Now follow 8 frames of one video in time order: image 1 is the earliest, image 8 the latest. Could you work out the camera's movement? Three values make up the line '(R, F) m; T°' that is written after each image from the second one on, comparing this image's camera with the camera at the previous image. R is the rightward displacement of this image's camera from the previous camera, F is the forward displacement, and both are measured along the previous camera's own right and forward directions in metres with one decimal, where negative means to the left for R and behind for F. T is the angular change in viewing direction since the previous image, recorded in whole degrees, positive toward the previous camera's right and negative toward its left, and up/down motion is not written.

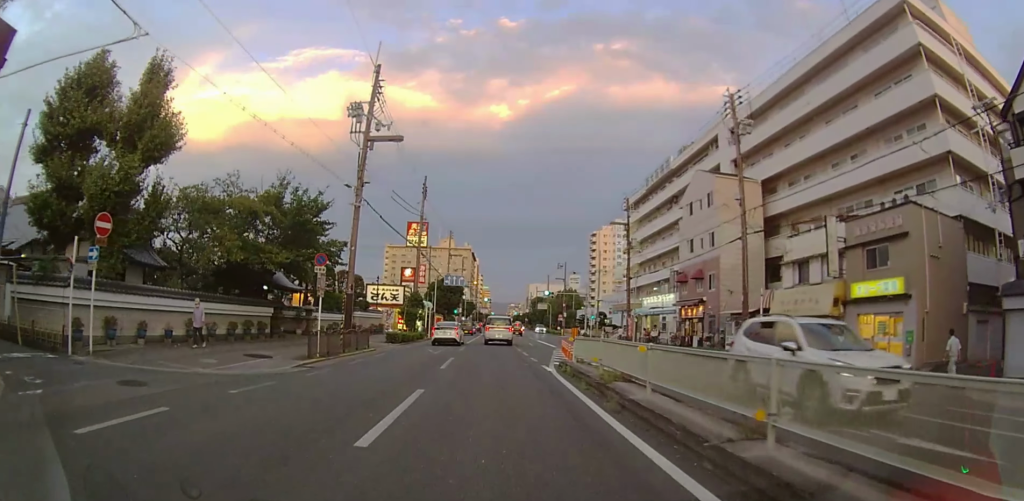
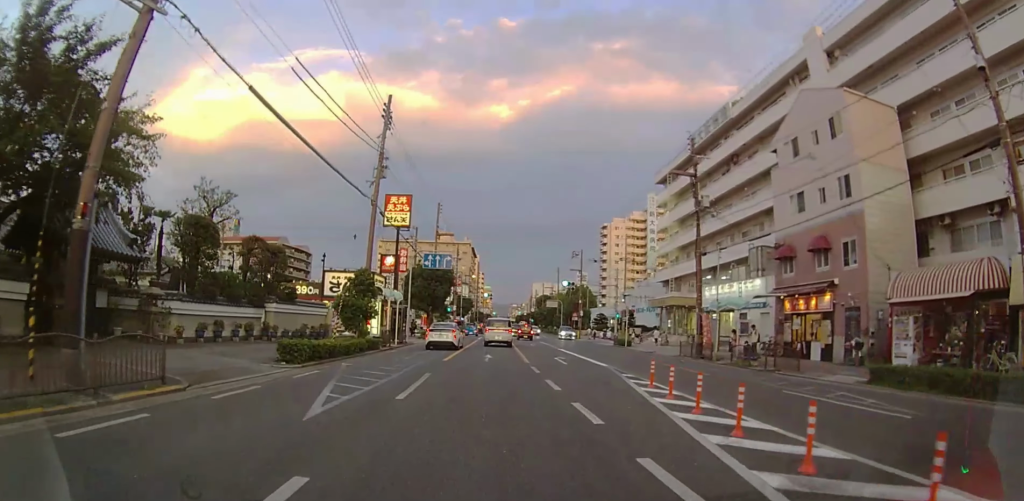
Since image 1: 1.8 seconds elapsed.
(+0.1, +16.2) m; 0°
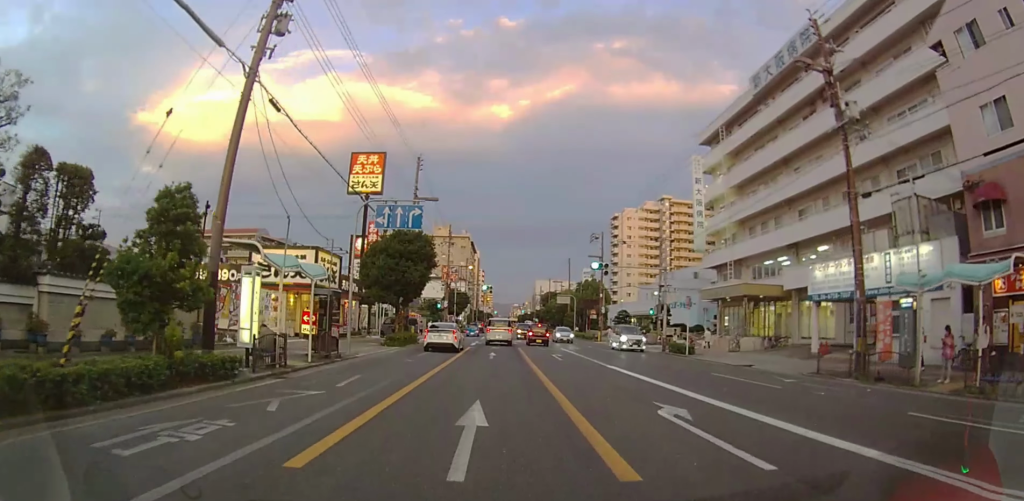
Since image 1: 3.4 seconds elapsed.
(0.0, +14.8) m; 0°
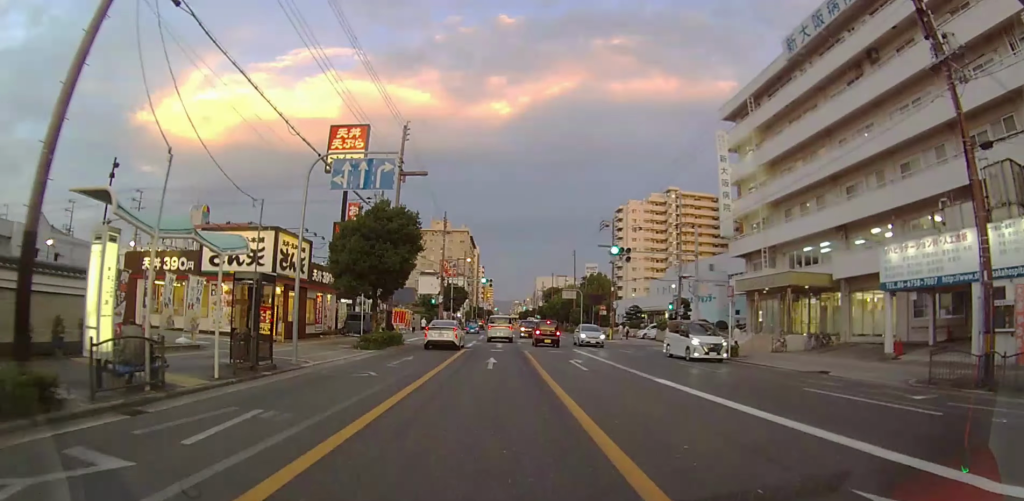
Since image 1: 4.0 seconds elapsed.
(0.0, +6.0) m; 0°
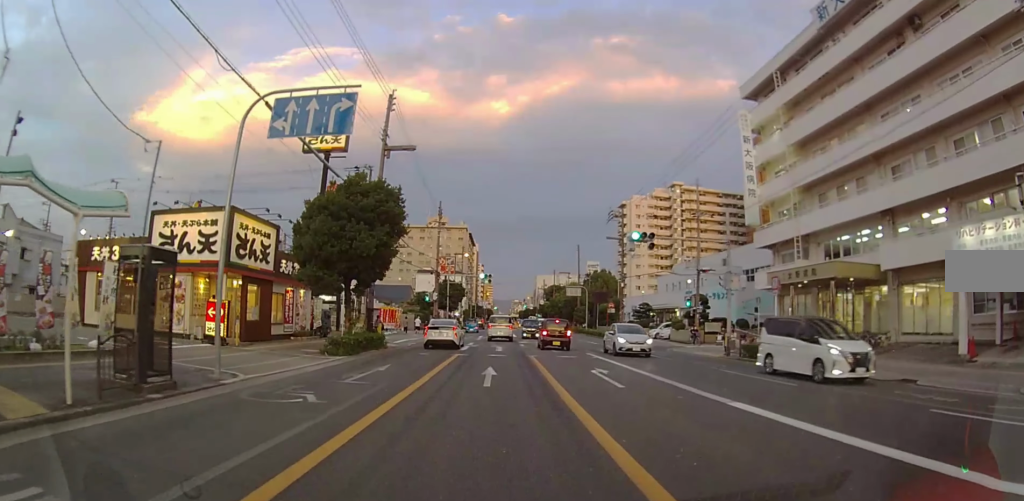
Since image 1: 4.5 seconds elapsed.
(0.0, +4.5) m; 0°
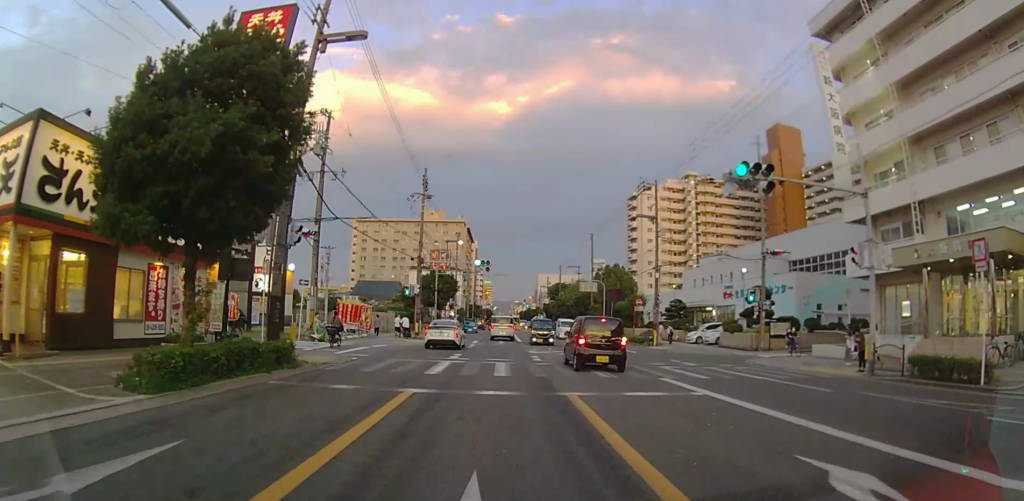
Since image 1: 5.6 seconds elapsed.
(0.0, +11.7) m; 0°
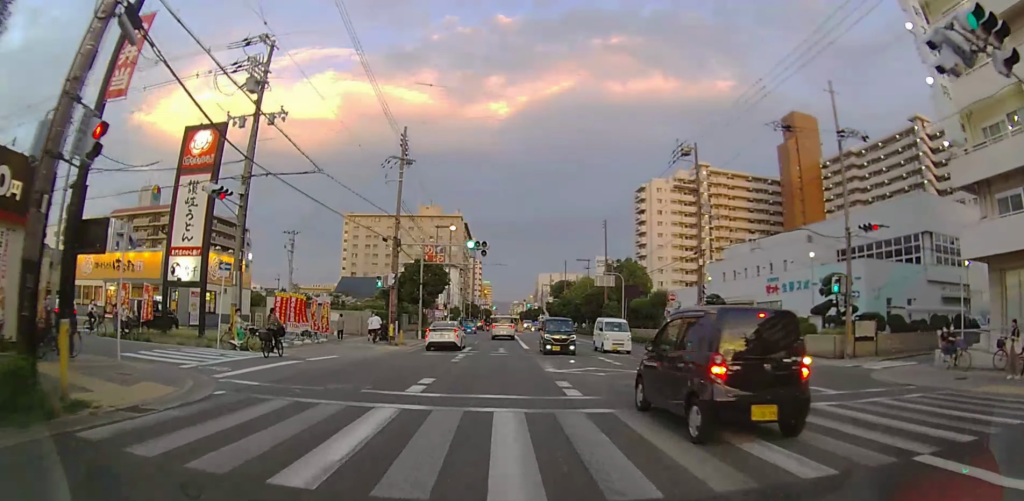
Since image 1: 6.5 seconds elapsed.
(0.0, +9.1) m; 0°
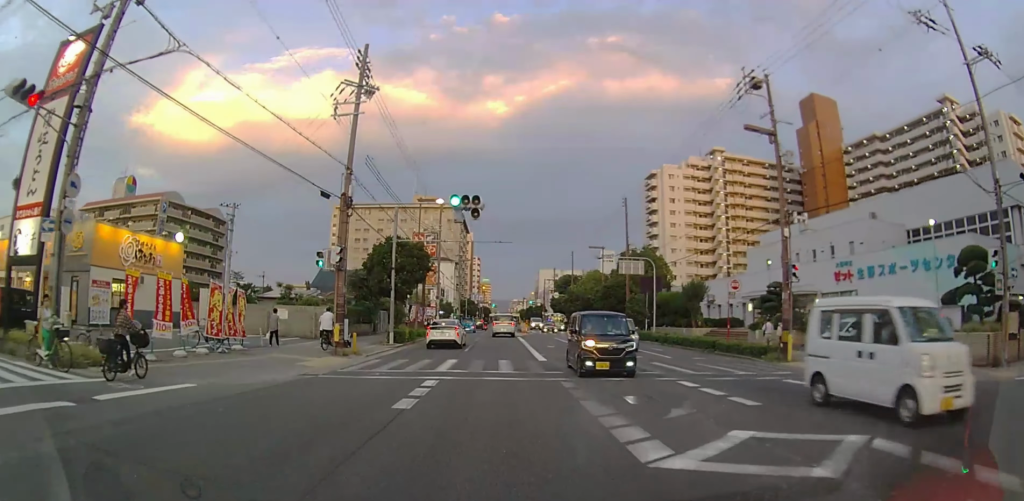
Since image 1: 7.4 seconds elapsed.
(0.0, +10.0) m; 0°
